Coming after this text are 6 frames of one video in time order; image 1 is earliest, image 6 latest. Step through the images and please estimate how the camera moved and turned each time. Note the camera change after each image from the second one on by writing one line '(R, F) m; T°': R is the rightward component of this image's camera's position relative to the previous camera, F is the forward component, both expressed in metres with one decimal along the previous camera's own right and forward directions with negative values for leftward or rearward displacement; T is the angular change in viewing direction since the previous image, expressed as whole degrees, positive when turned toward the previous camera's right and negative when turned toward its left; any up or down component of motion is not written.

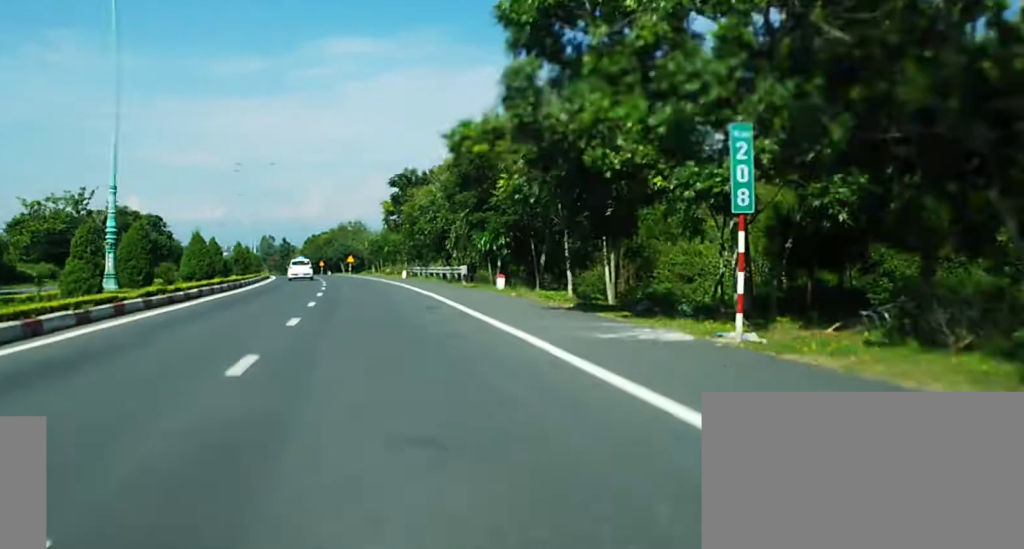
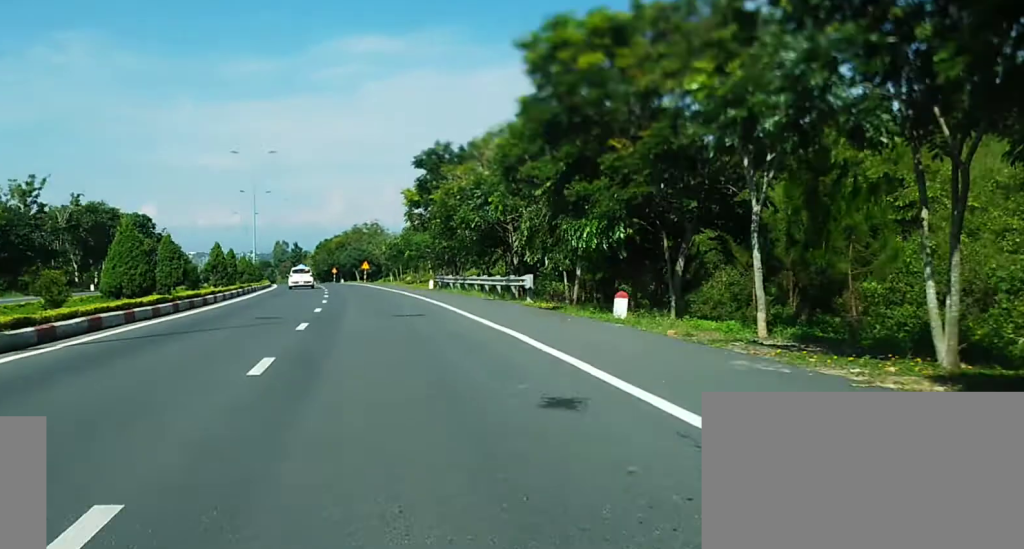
(-0.1, +15.3) m; -1°
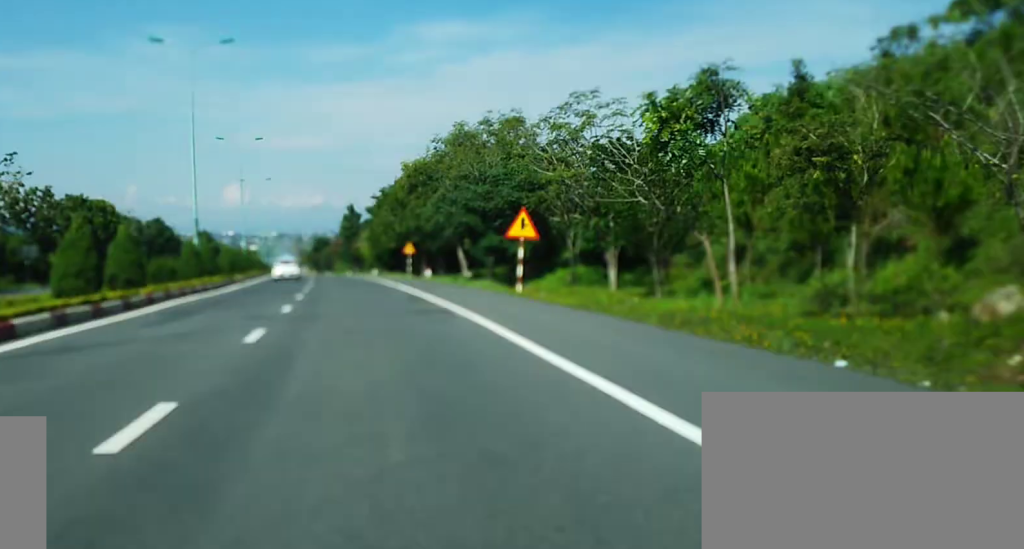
(-1.9, +84.2) m; -5°
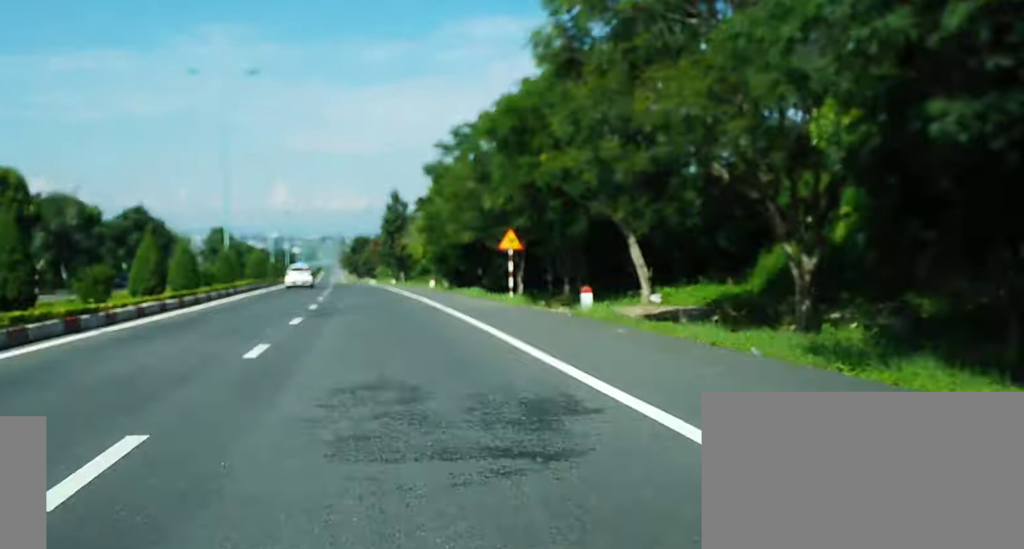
(-1.1, +29.6) m; -2°
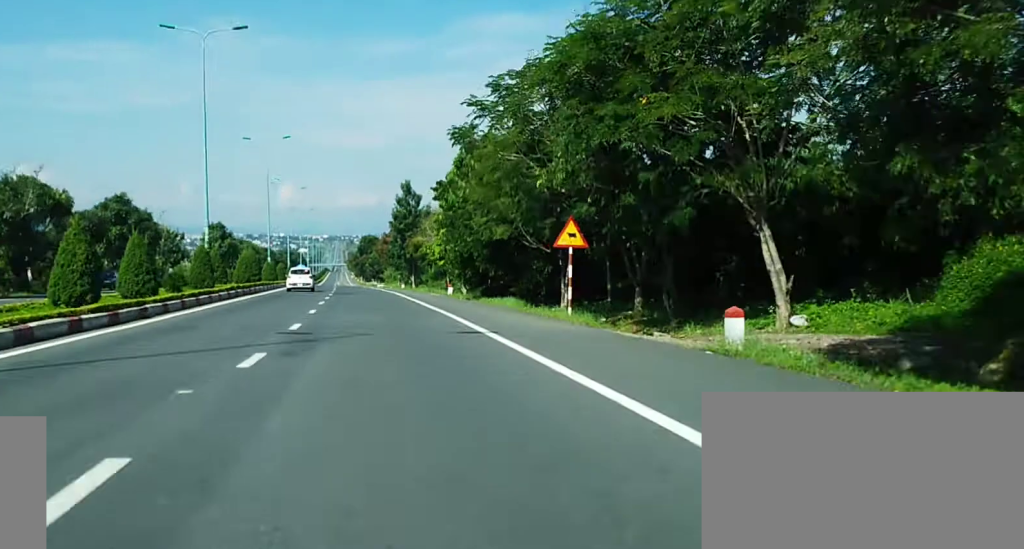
(0.0, +11.8) m; 0°
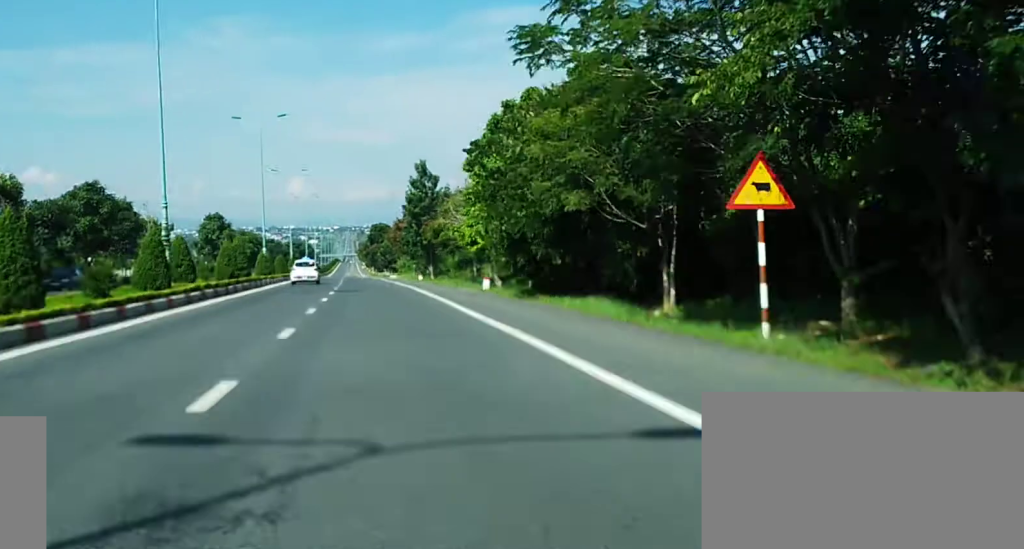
(0.0, +11.9) m; 0°
